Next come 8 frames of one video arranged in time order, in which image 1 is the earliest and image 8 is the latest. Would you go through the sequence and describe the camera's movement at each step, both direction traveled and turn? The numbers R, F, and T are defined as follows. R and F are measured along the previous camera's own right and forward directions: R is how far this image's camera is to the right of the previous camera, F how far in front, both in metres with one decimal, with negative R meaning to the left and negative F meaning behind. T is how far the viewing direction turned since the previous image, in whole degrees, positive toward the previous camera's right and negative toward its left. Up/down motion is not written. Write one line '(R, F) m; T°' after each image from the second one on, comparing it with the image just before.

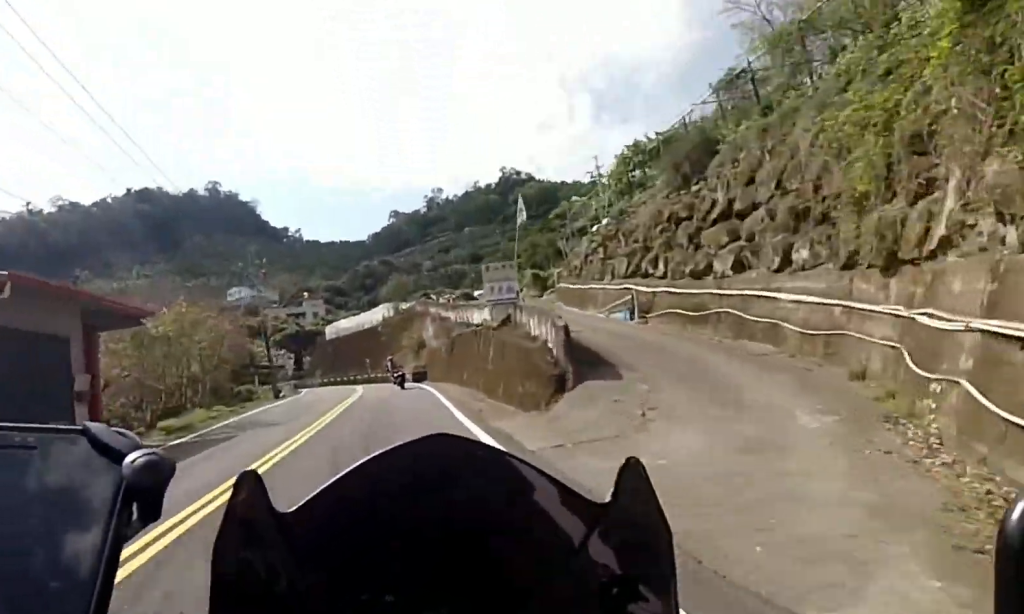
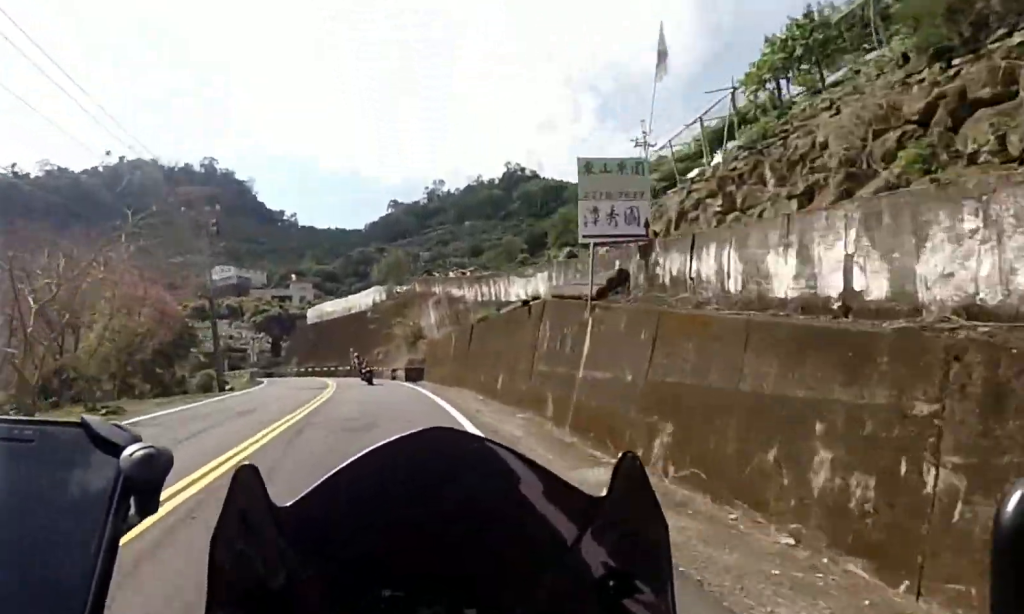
(+0.1, +10.2) m; -1°
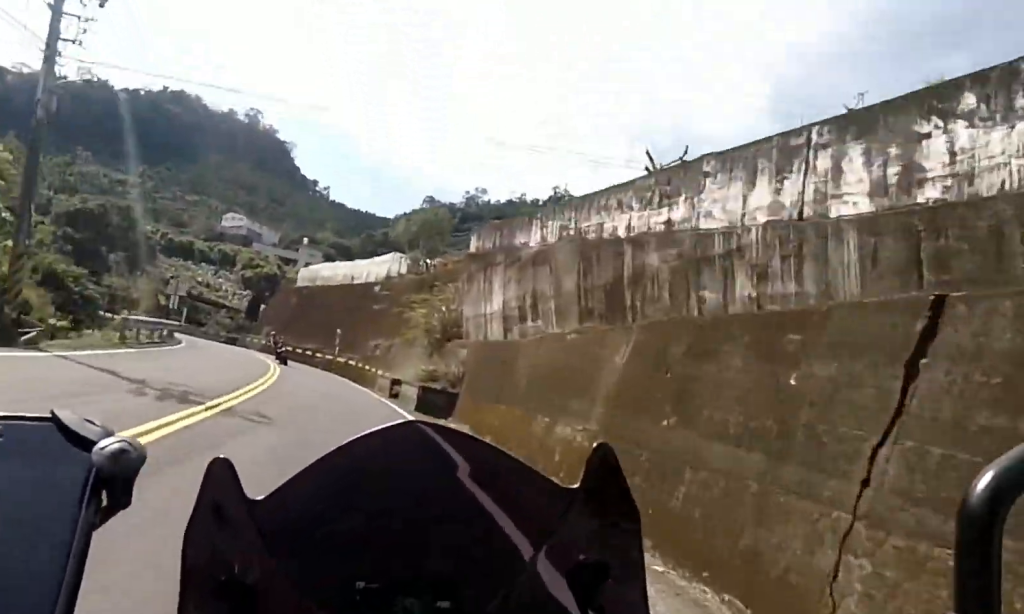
(-0.4, +17.8) m; -4°
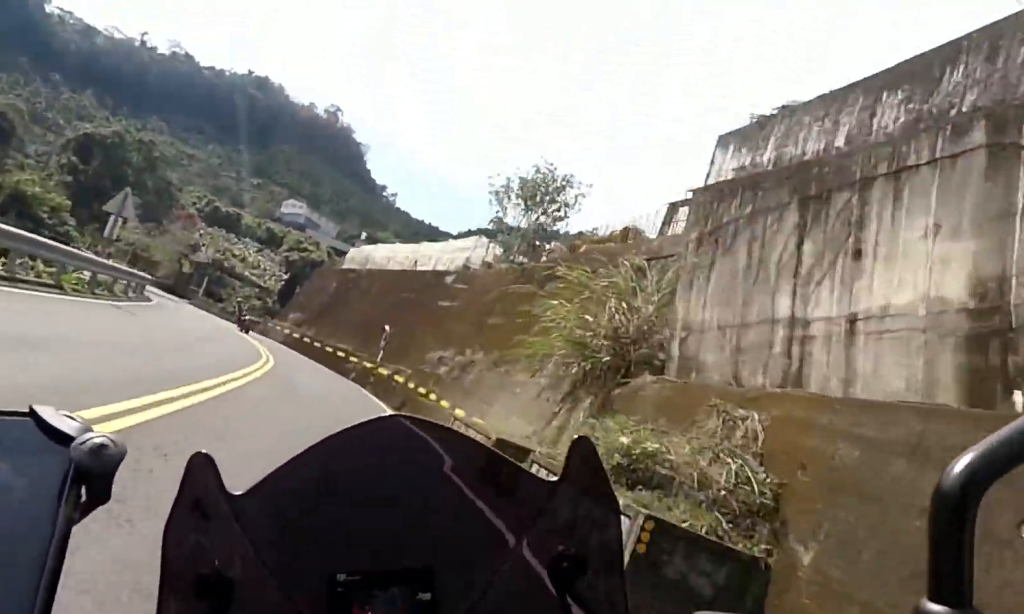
(-0.1, +12.8) m; -4°
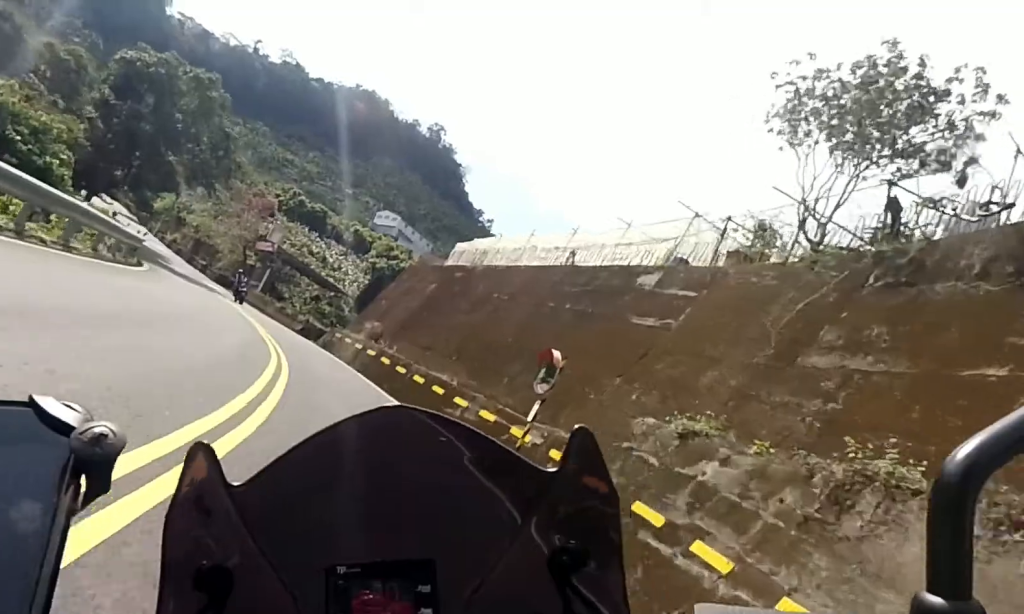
(-0.8, +13.0) m; -6°
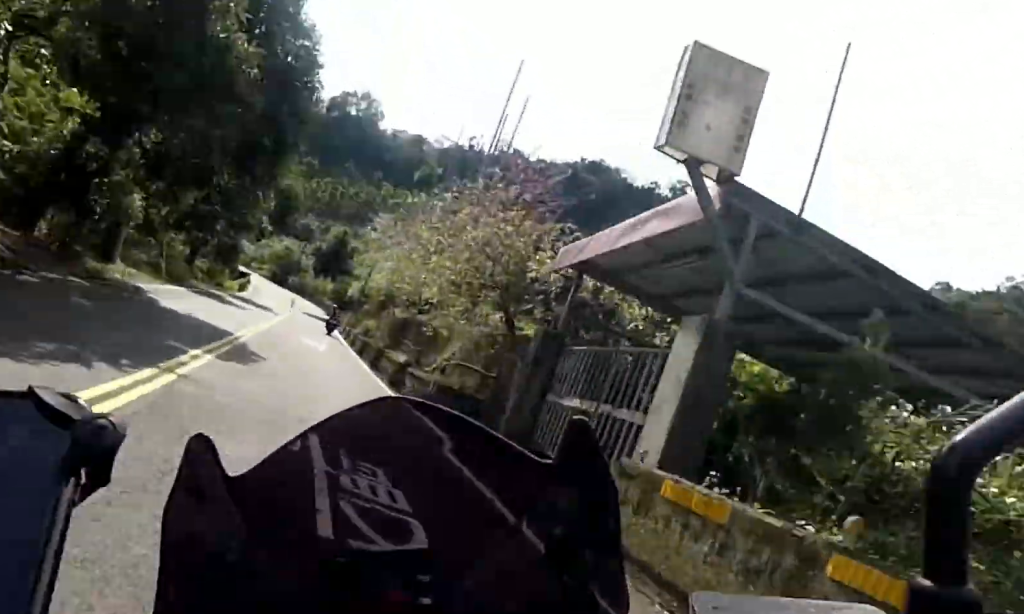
(-6.7, +33.8) m; -23°
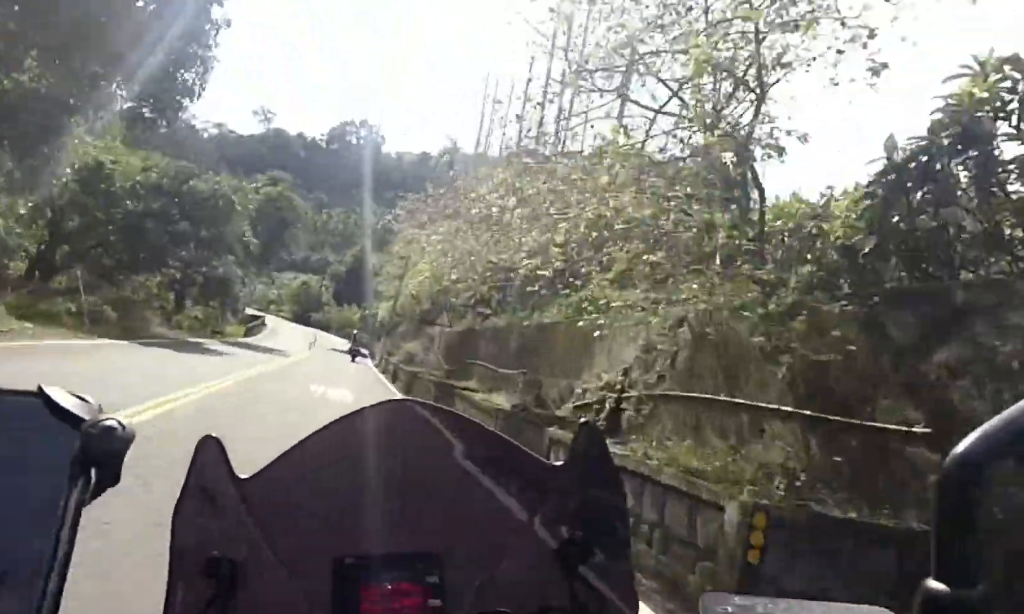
(-1.0, +9.0) m; -4°
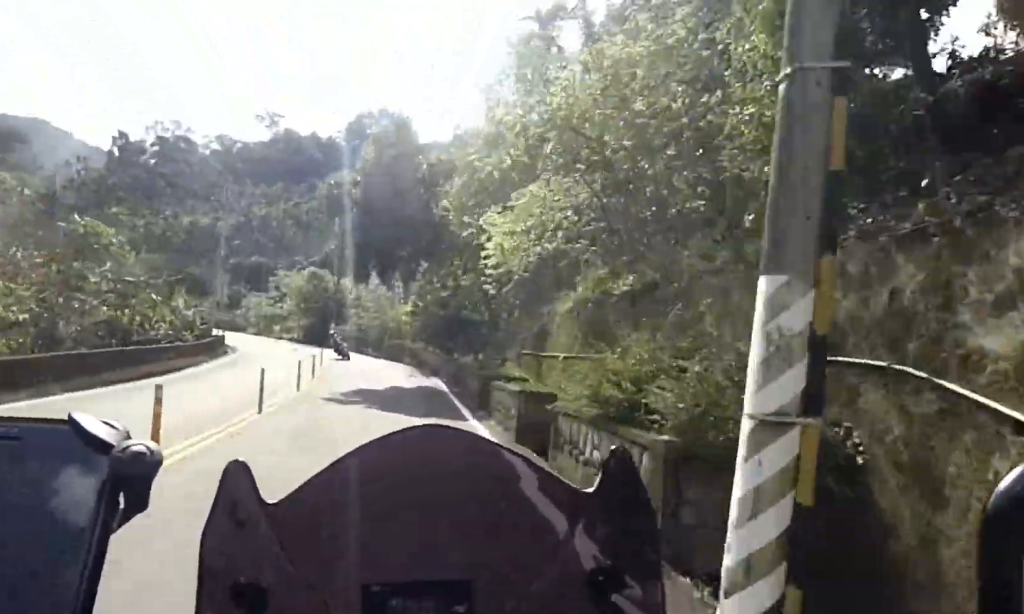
(-1.5, +28.3) m; -8°
